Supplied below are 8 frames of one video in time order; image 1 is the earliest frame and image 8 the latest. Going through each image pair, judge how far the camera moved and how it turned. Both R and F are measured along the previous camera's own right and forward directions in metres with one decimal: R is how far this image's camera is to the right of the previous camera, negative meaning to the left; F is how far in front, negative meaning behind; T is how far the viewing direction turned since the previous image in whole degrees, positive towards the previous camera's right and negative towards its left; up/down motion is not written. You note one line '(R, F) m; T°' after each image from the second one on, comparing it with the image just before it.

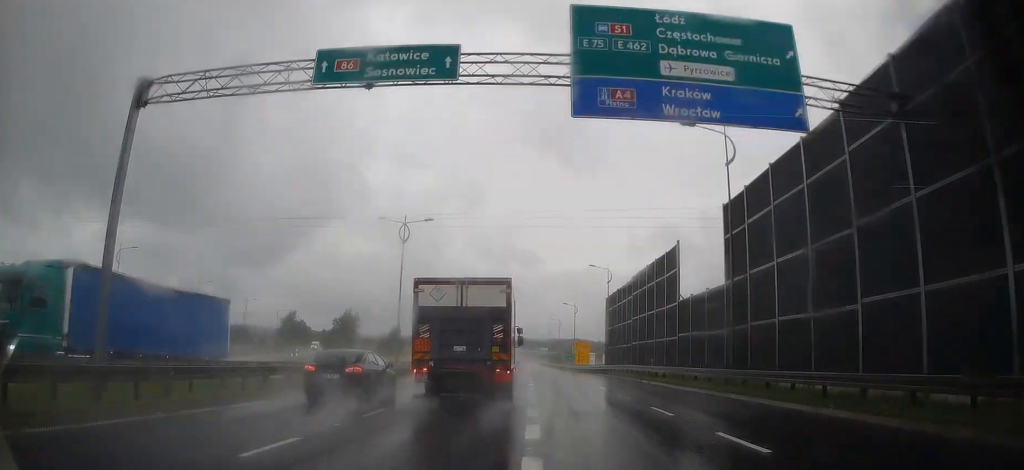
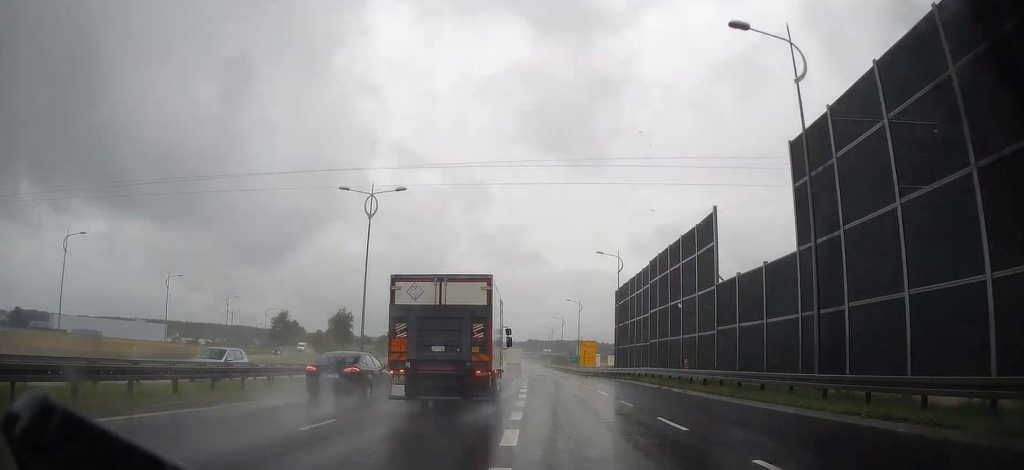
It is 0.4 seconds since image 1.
(-0.1, +8.9) m; 0°
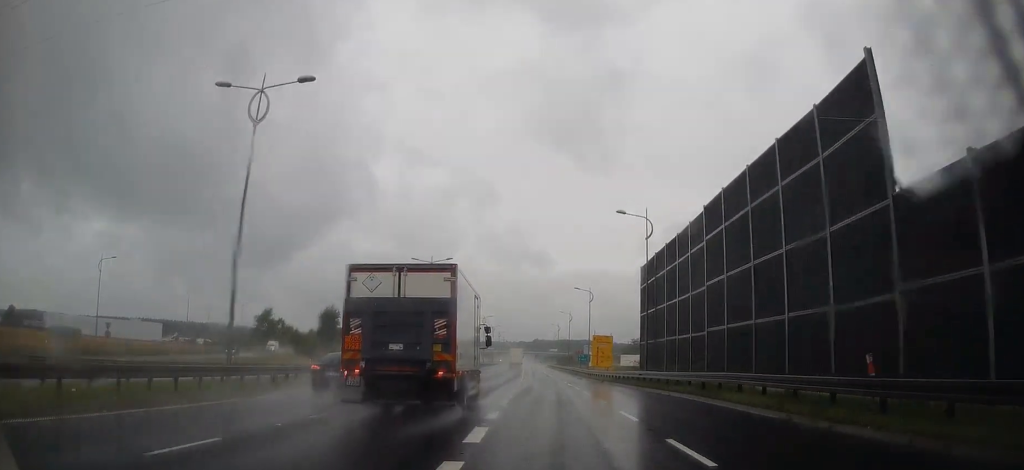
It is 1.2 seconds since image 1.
(+0.1, +16.3) m; -1°
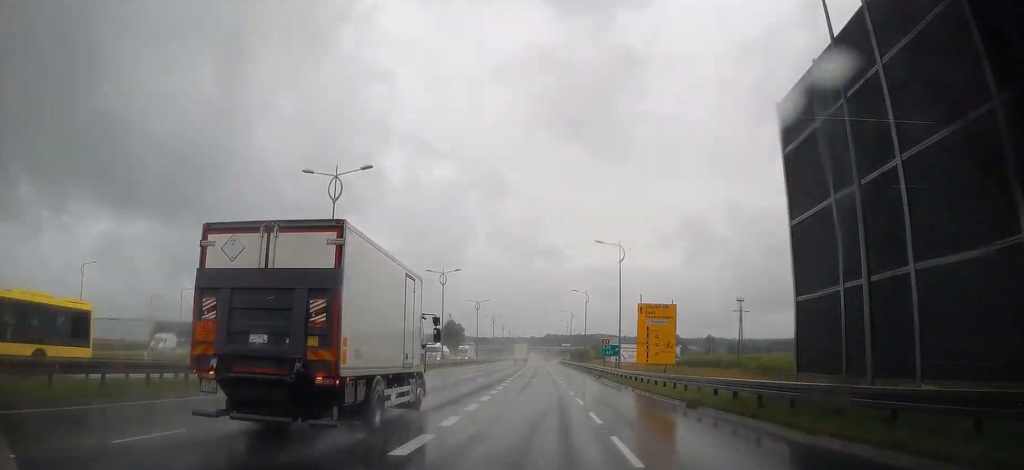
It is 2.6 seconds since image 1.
(-0.4, +30.4) m; -1°
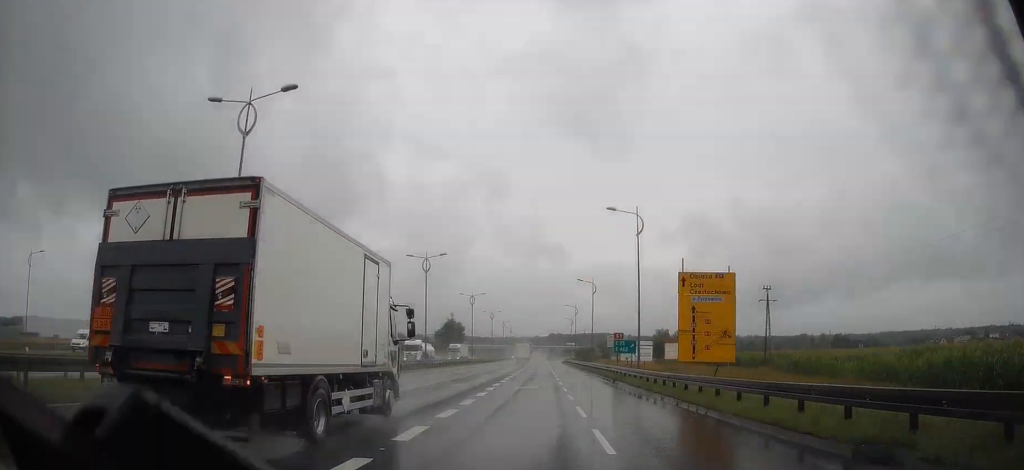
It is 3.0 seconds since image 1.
(0.0, +10.9) m; 0°
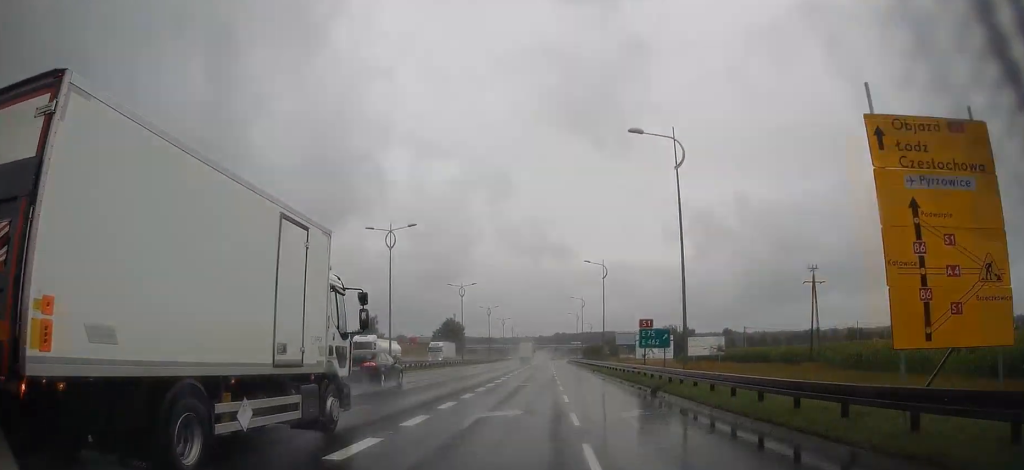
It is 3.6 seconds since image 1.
(0.0, +14.2) m; 0°
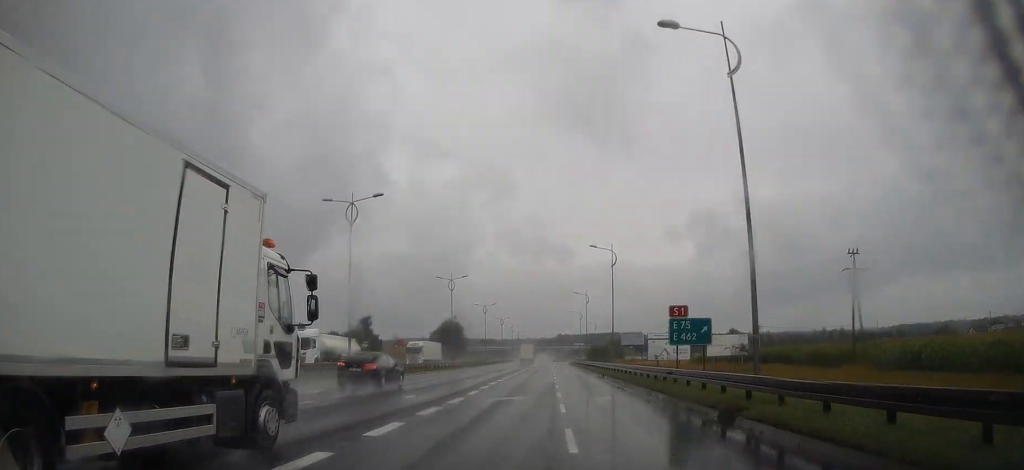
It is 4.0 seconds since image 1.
(-0.1, +9.6) m; 0°
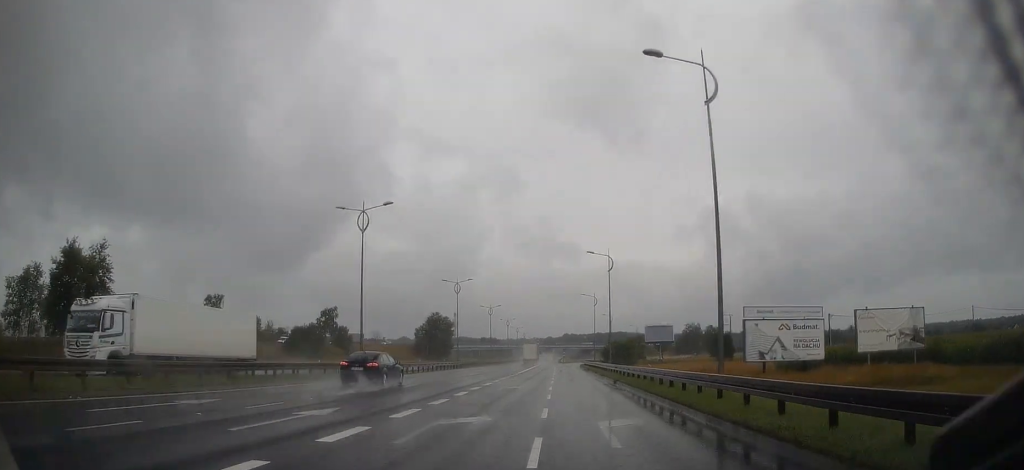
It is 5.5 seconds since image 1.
(-0.3, +36.3) m; -1°
